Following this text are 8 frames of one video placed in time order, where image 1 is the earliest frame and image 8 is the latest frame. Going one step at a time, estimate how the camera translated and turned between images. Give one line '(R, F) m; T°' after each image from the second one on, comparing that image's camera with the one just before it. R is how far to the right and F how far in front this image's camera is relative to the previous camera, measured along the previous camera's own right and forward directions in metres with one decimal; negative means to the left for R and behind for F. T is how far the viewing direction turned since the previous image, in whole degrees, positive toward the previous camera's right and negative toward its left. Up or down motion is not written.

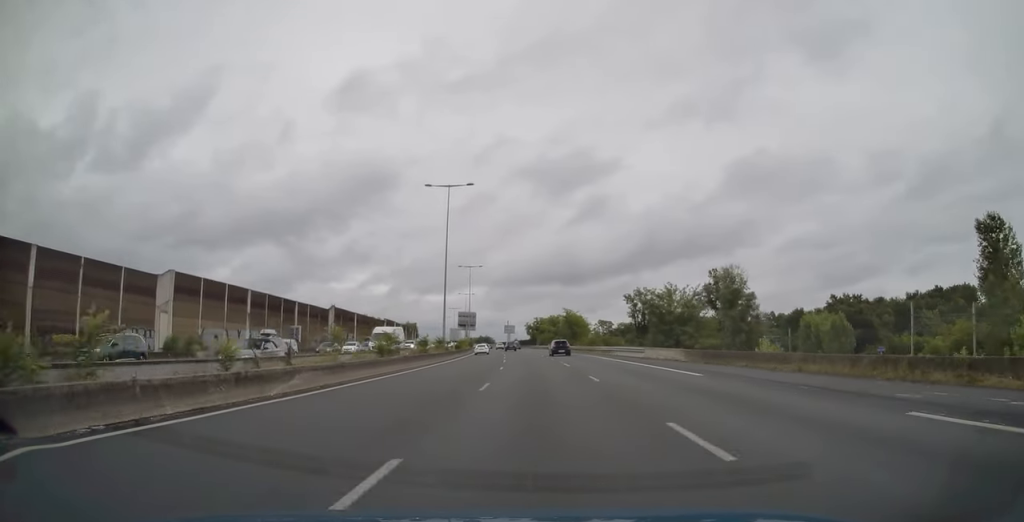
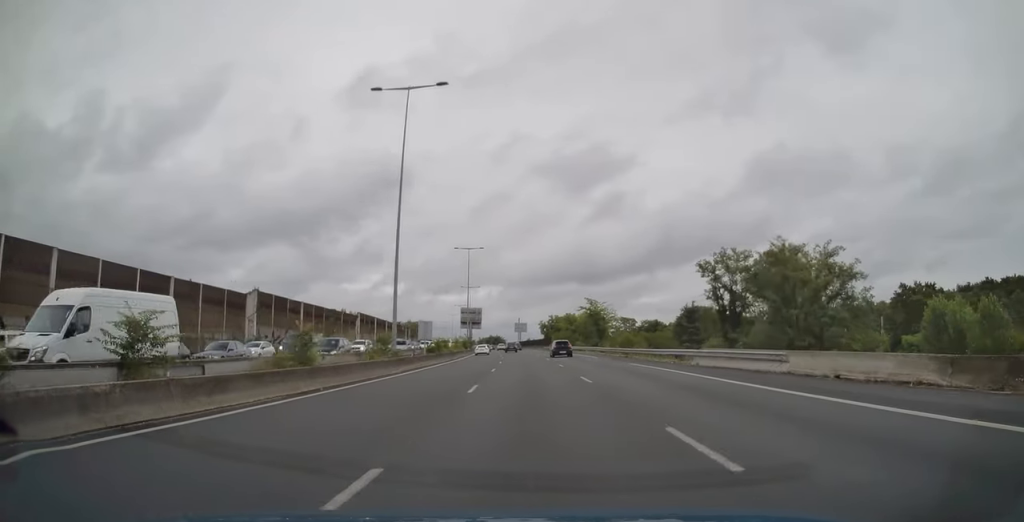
(-0.3, +26.7) m; -1°
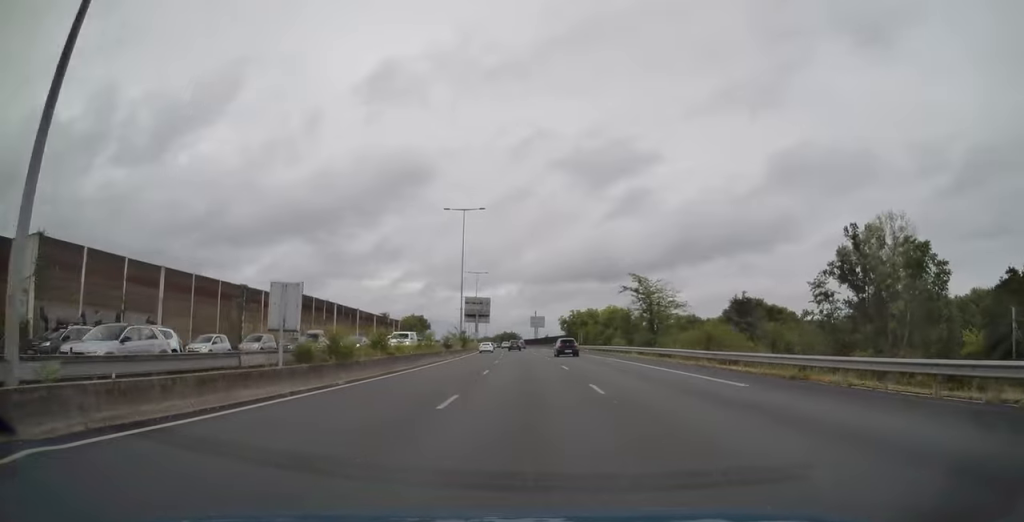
(-0.3, +30.4) m; -2°
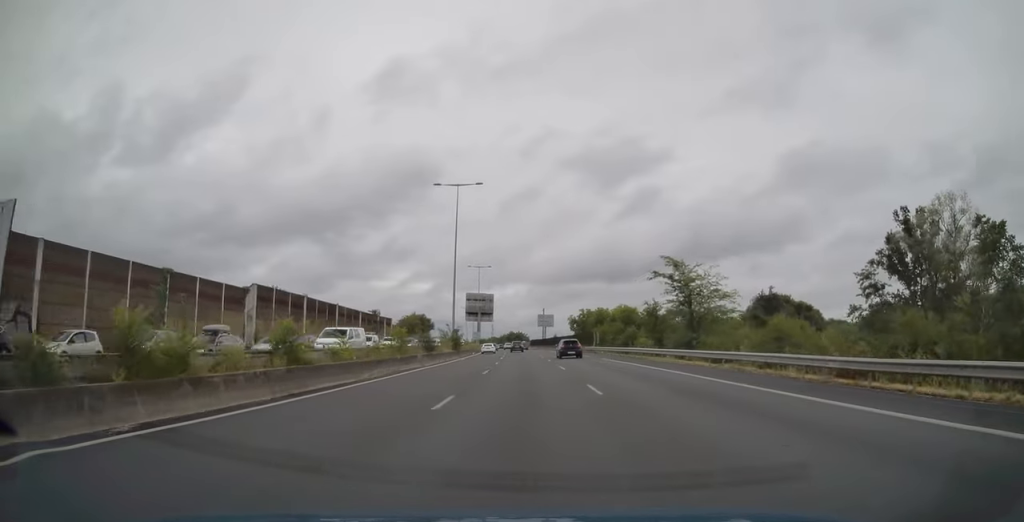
(-0.2, +13.1) m; -1°
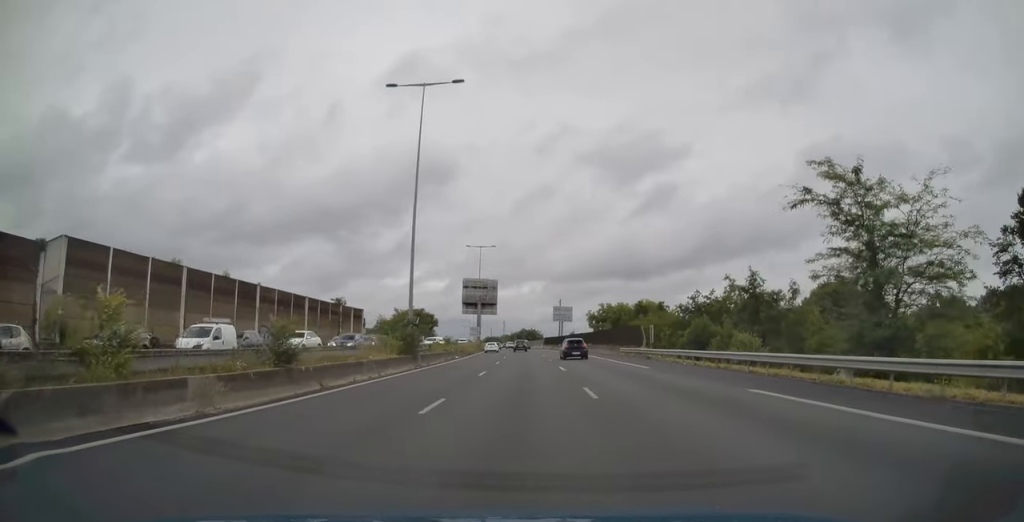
(-0.4, +26.8) m; -2°
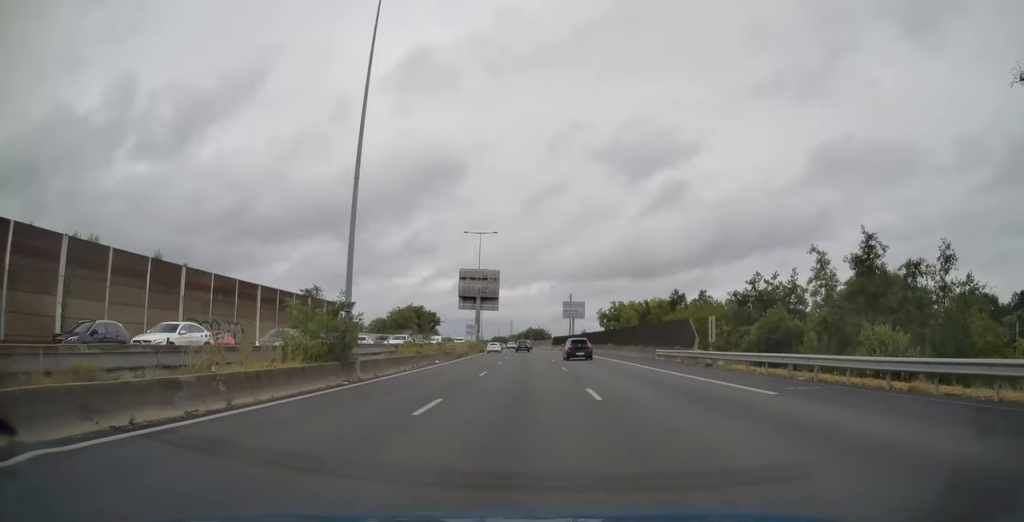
(-0.1, +13.7) m; -1°
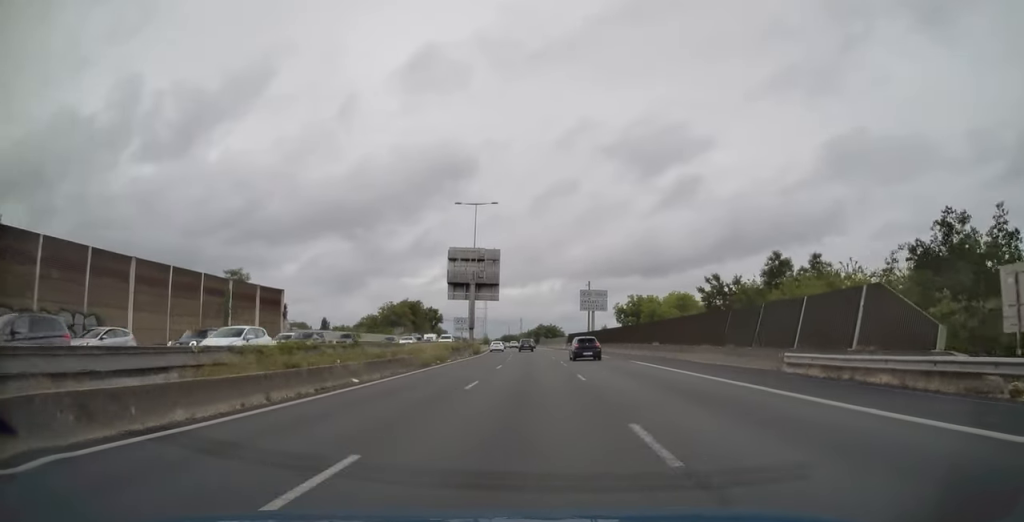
(-0.1, +20.0) m; -1°
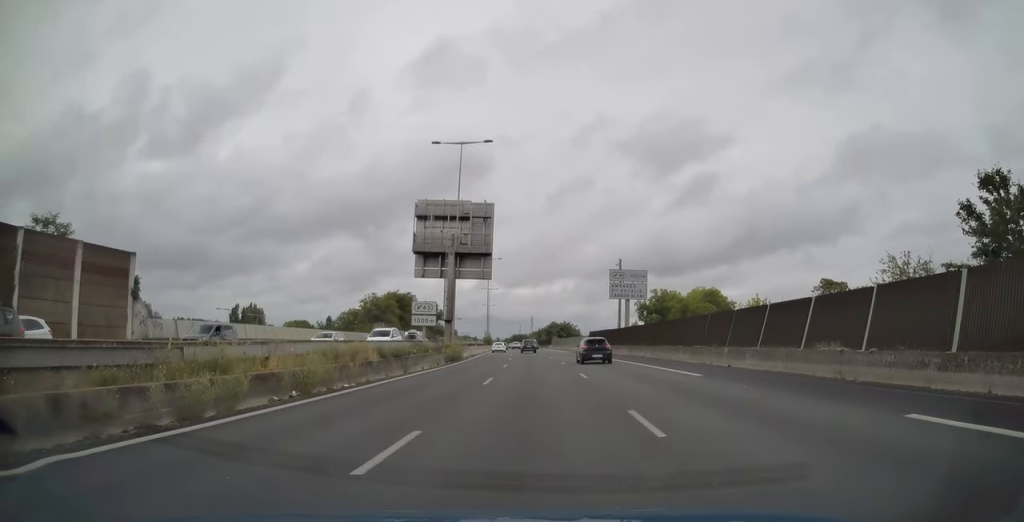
(-0.1, +24.2) m; -1°
